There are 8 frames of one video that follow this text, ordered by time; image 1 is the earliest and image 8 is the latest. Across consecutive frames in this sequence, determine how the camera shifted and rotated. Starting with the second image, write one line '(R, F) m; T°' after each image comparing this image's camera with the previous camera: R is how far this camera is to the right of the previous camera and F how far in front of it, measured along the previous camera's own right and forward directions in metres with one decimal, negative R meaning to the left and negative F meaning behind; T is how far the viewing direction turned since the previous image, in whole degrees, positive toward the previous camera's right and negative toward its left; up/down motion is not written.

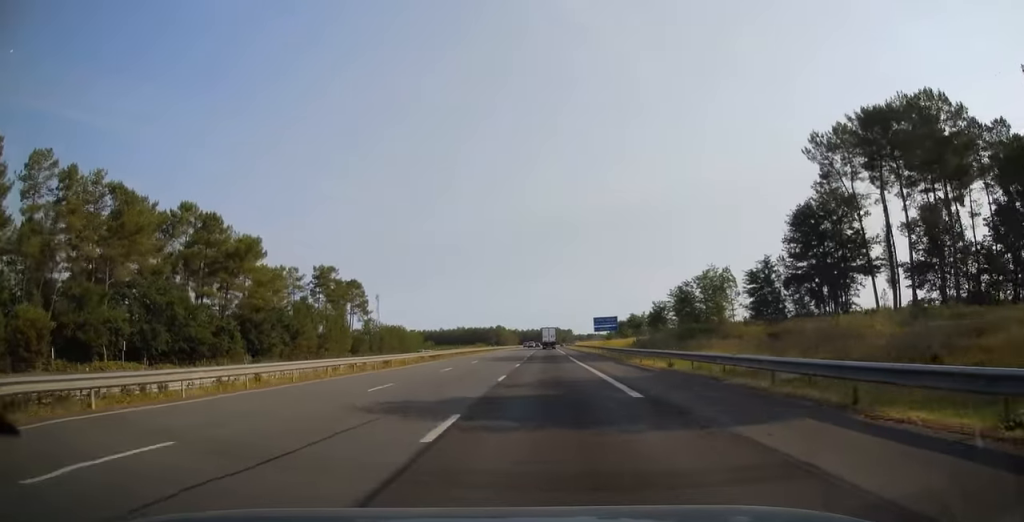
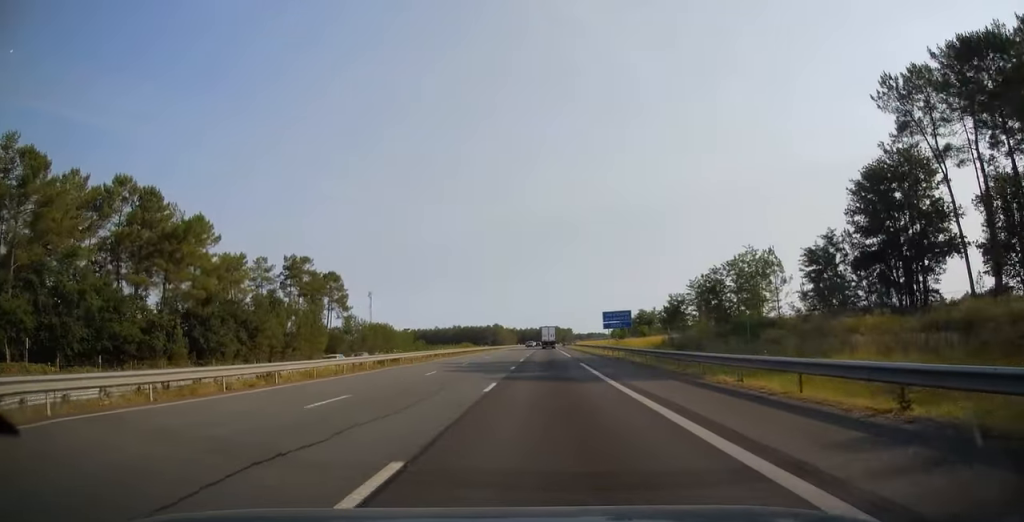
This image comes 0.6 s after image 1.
(0.0, +17.6) m; 0°
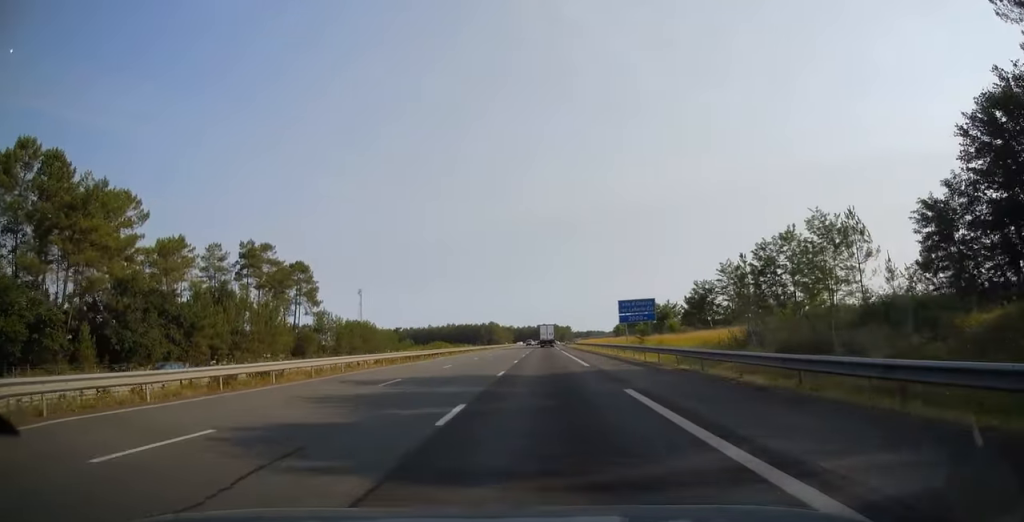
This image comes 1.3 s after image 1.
(0.0, +20.1) m; 0°
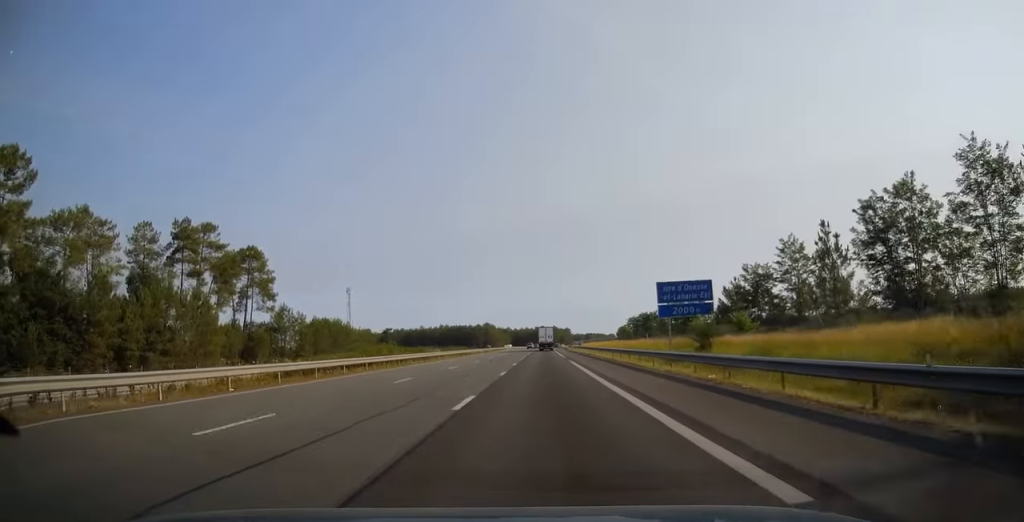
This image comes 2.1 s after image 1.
(+0.1, +23.3) m; 0°
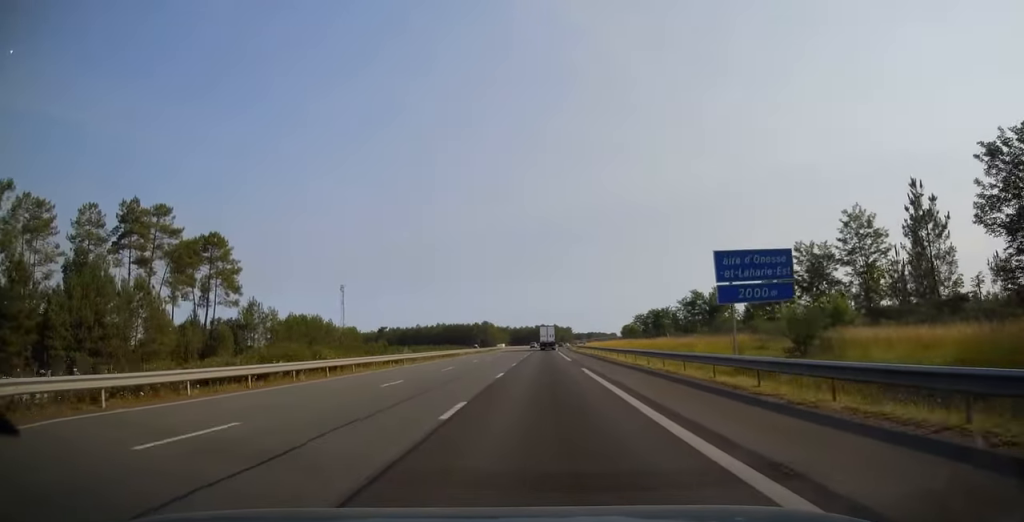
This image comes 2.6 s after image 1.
(0.0, +14.6) m; 0°
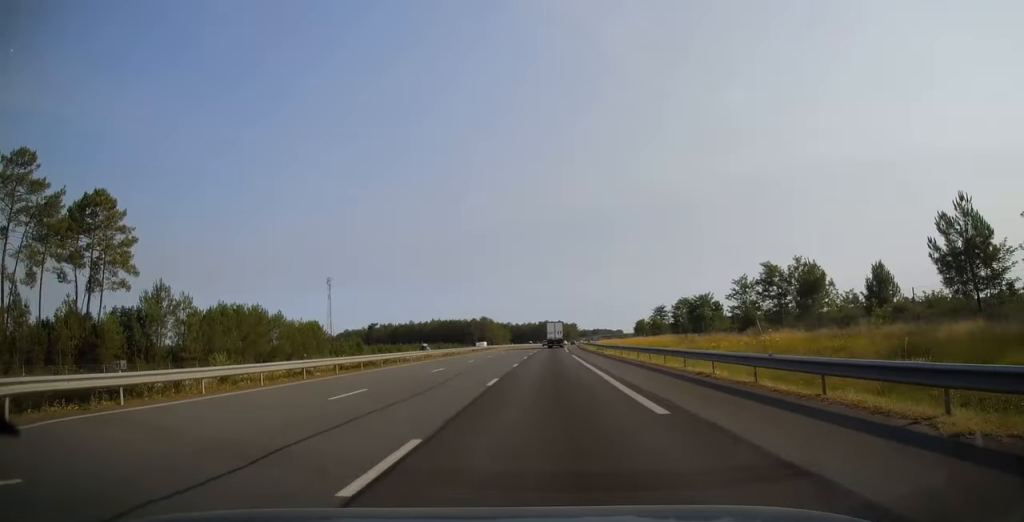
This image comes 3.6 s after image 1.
(-0.1, +31.6) m; 0°
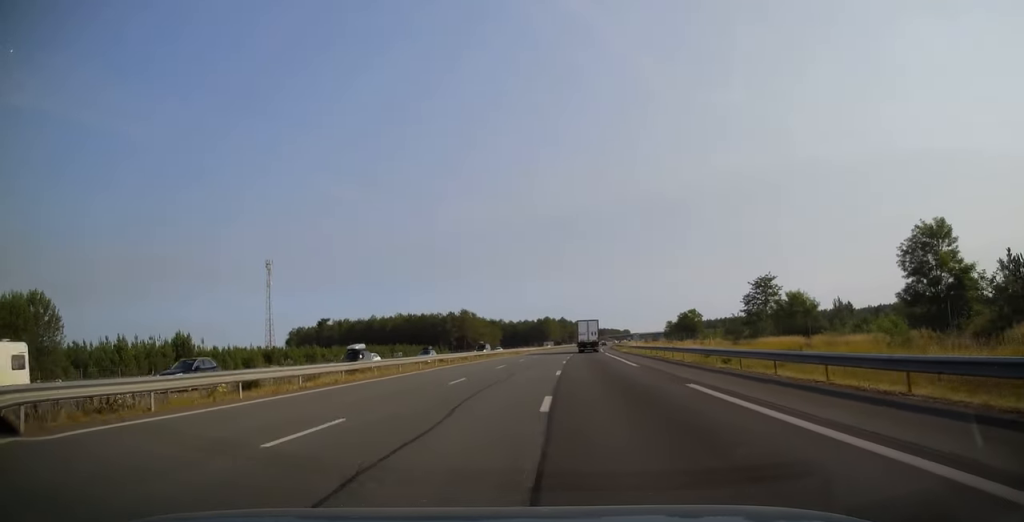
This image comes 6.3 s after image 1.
(-0.1, +85.0) m; +1°
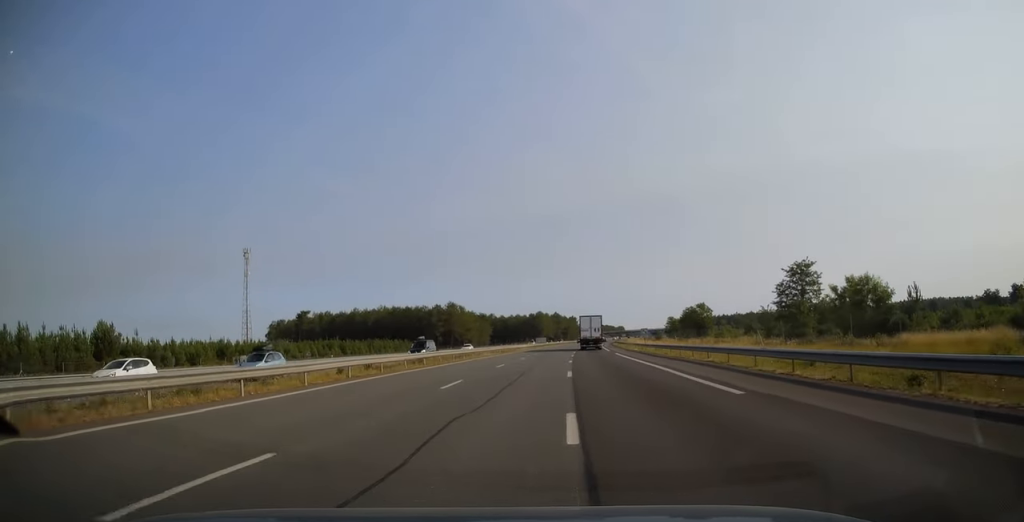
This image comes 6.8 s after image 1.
(+0.1, +16.6) m; +1°
